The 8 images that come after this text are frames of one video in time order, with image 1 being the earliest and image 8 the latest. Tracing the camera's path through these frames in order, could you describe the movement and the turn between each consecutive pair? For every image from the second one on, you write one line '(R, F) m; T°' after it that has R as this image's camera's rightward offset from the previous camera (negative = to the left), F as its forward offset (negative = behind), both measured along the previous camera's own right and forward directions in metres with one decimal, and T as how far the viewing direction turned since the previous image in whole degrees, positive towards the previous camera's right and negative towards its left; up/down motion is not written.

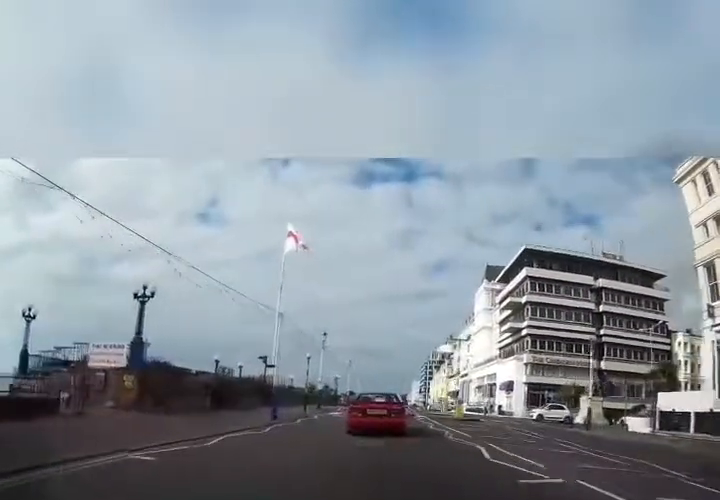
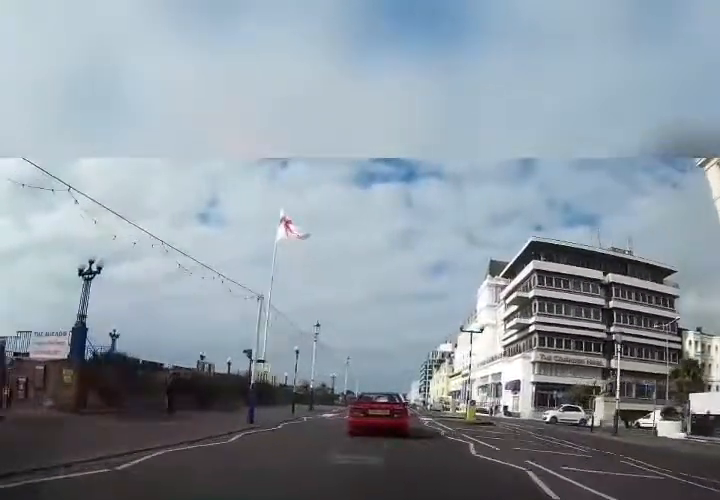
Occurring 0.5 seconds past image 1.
(+0.1, +3.3) m; +1°
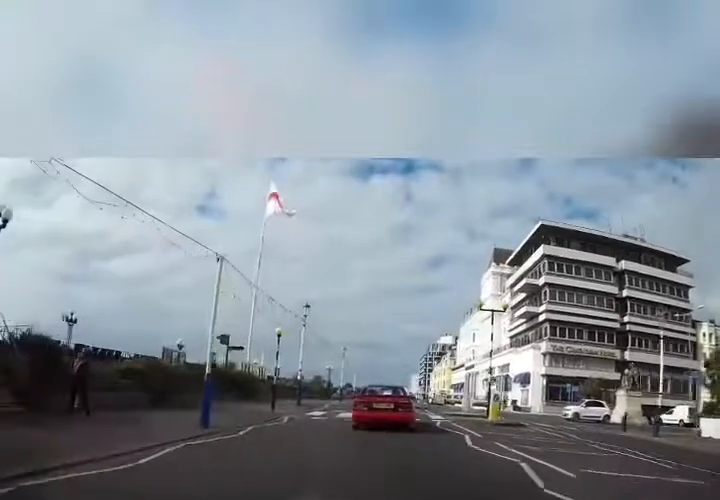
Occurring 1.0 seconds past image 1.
(0.0, +3.9) m; 0°
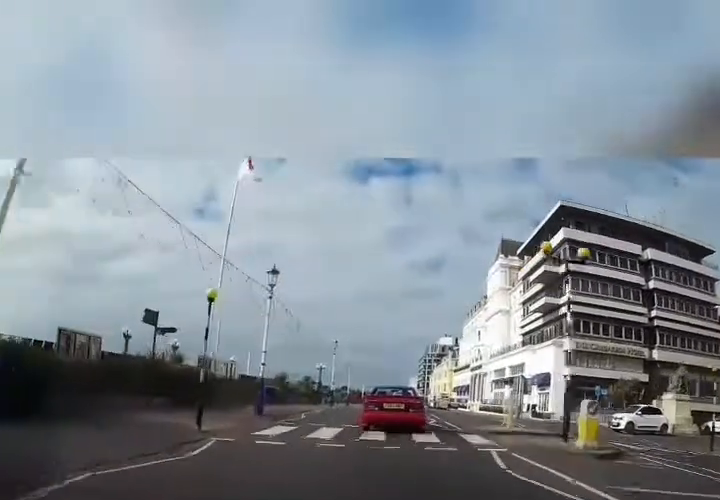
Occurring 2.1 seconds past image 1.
(0.0, +7.3) m; +1°
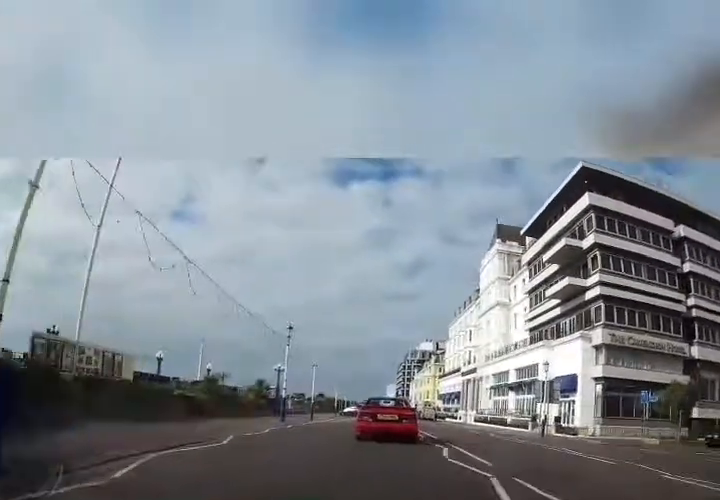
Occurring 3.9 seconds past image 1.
(+0.4, +11.0) m; +3°
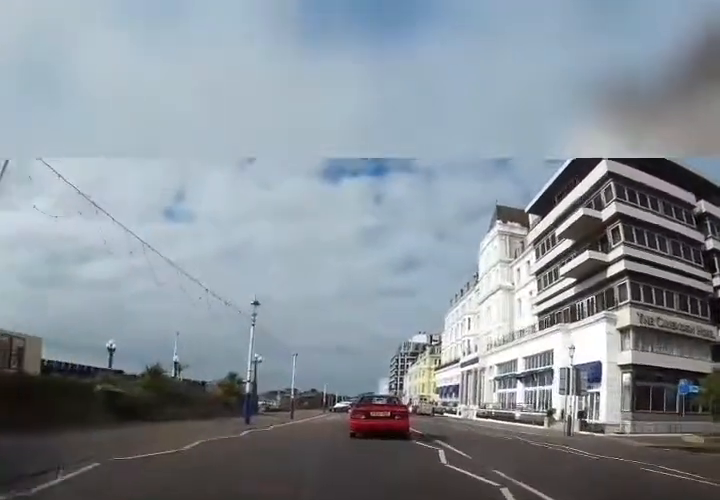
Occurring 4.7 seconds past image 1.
(-0.1, +5.4) m; +1°
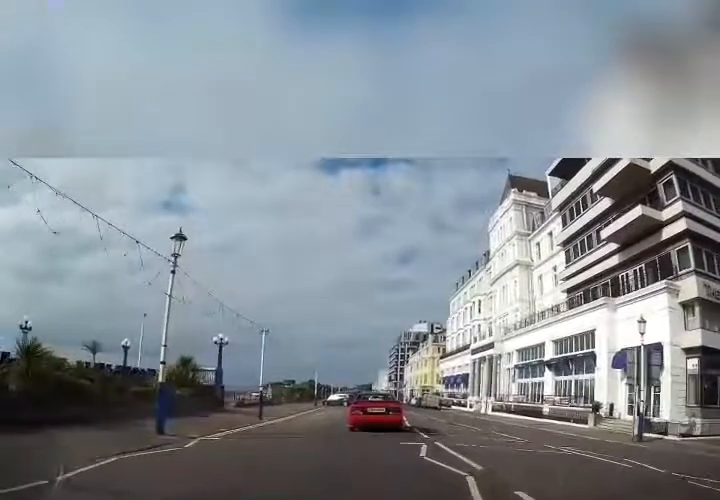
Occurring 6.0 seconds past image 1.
(+0.3, +7.9) m; +2°
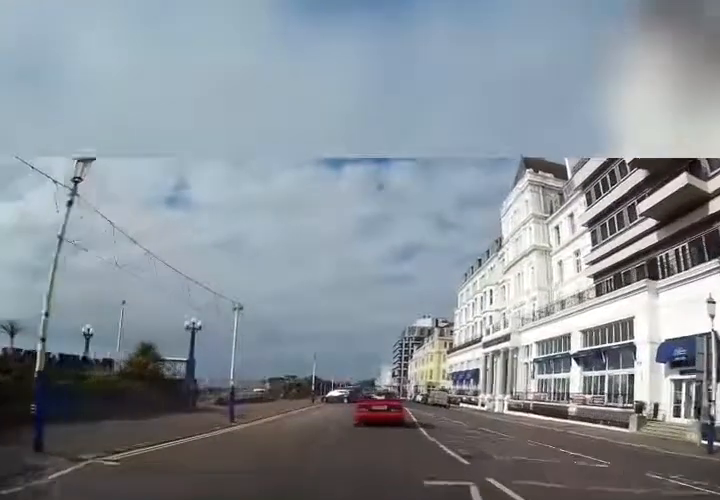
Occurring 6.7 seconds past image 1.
(0.0, +4.7) m; 0°
